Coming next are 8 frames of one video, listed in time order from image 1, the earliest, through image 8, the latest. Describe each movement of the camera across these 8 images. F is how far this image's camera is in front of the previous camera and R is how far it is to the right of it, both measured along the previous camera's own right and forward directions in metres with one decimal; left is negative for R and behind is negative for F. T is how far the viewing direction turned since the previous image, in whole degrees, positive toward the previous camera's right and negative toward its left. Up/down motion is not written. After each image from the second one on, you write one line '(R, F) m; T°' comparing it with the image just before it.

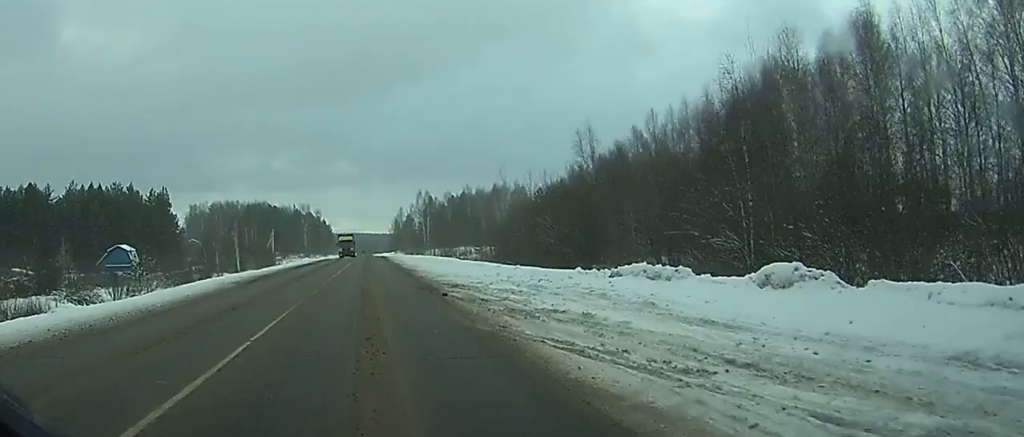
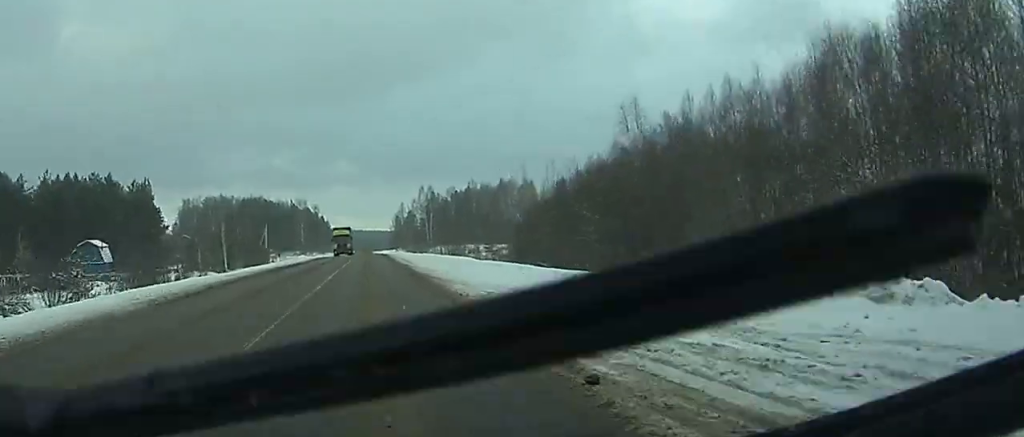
(0.0, +14.1) m; 0°
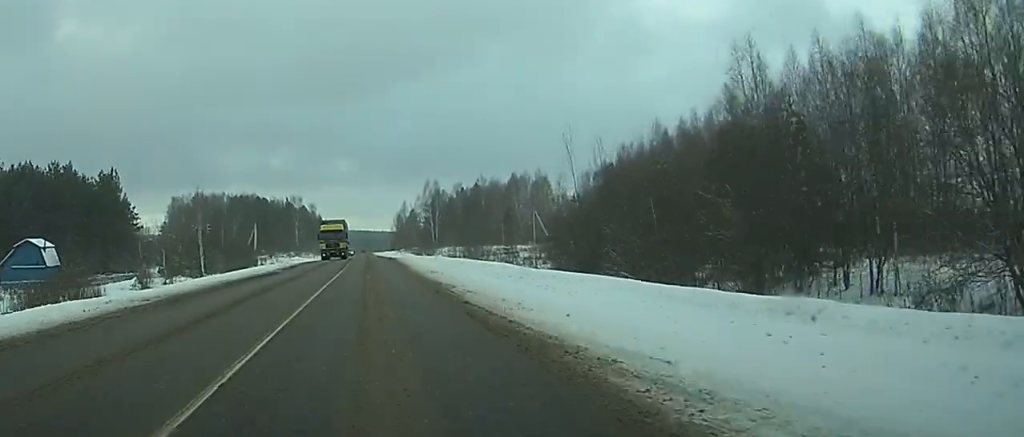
(0.0, +21.0) m; 0°
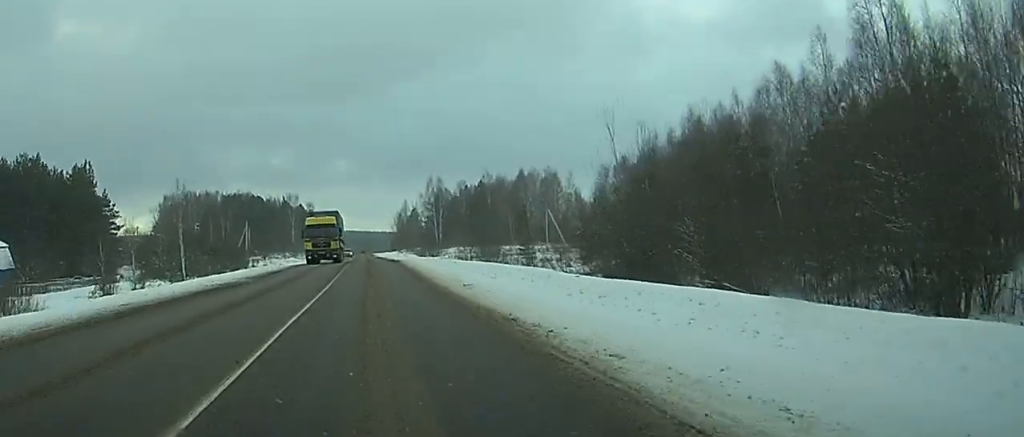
(0.0, +13.1) m; 0°
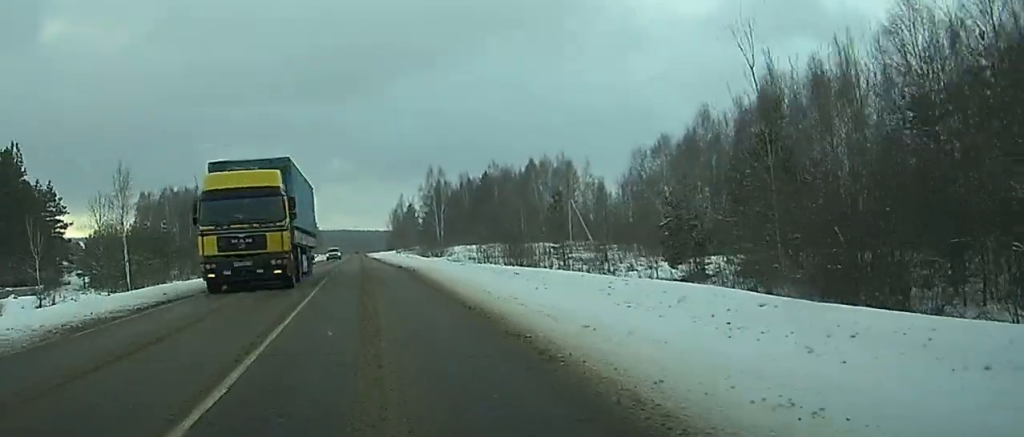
(+0.1, +24.2) m; 0°
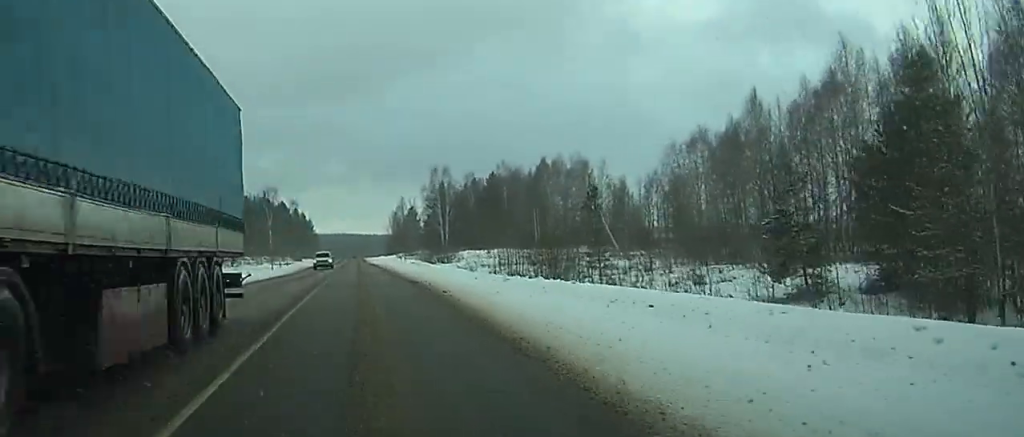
(0.0, +14.6) m; 0°
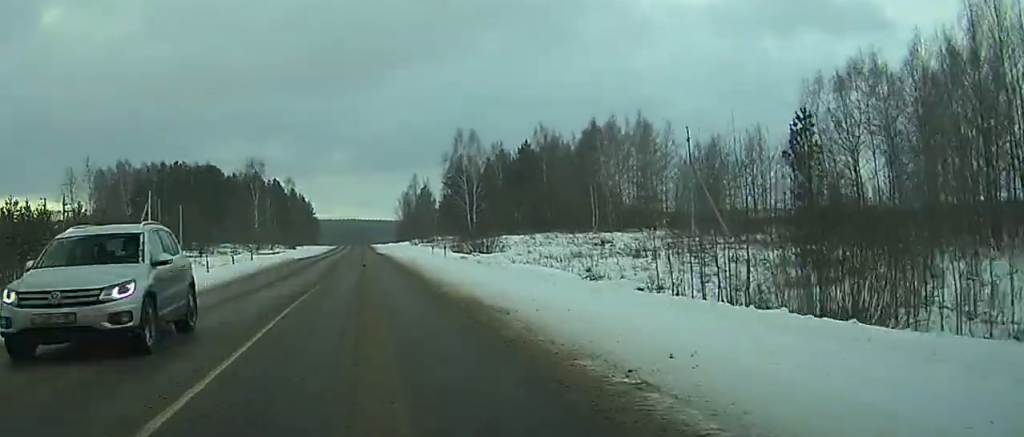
(+0.1, +37.6) m; 0°
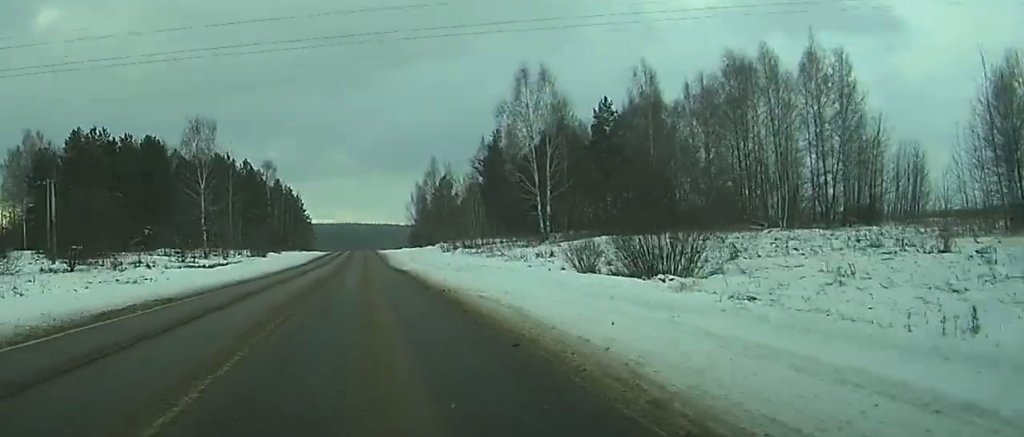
(-0.2, +55.4) m; 0°
